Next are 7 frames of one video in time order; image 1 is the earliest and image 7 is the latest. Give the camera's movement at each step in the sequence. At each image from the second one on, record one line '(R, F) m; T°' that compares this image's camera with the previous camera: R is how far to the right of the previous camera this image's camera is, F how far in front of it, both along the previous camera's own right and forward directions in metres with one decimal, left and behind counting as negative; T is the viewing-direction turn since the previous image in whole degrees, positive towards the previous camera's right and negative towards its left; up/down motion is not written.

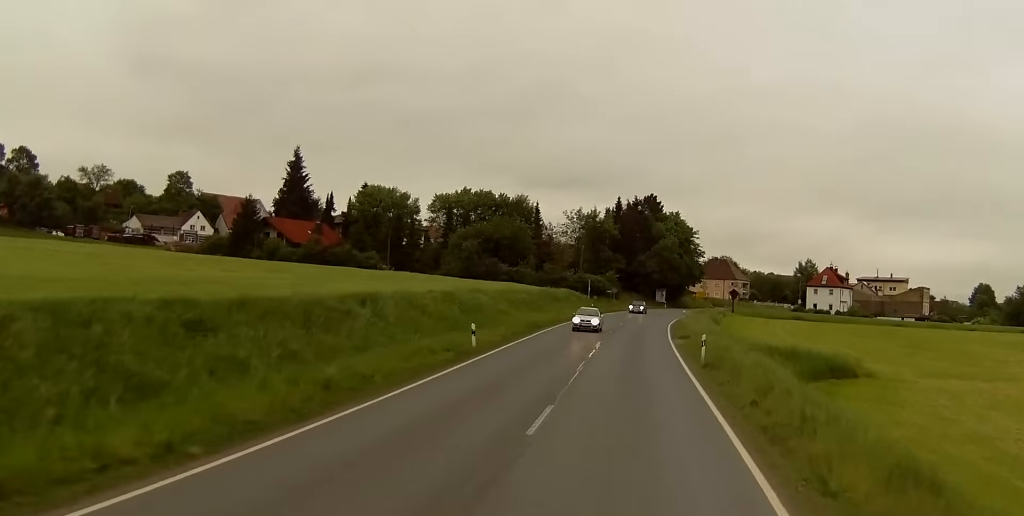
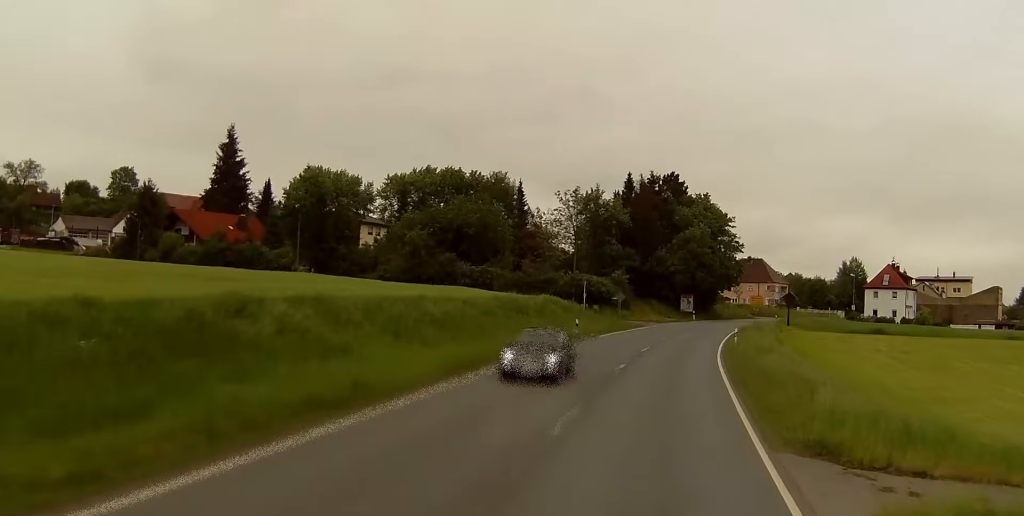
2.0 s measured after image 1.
(0.0, +36.2) m; -2°
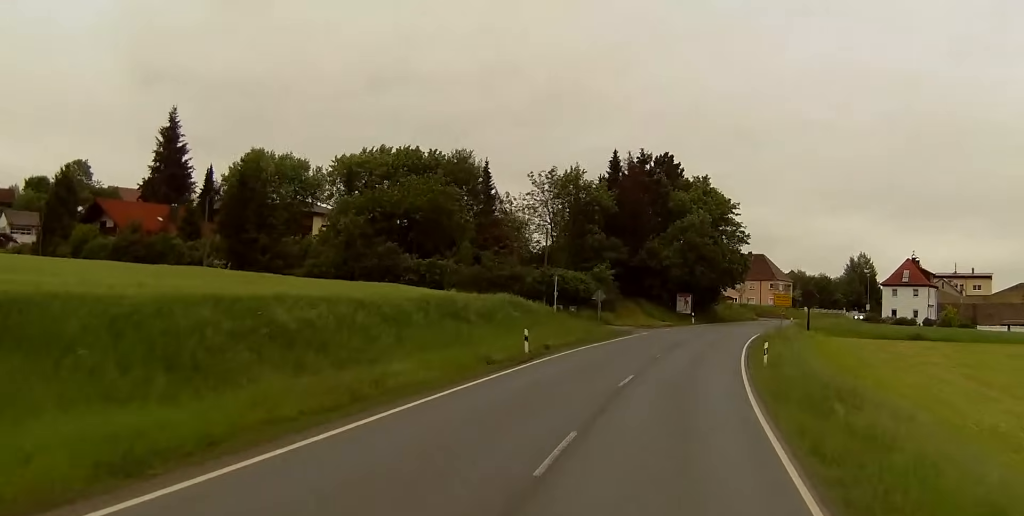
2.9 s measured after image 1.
(-0.5, +16.7) m; -2°
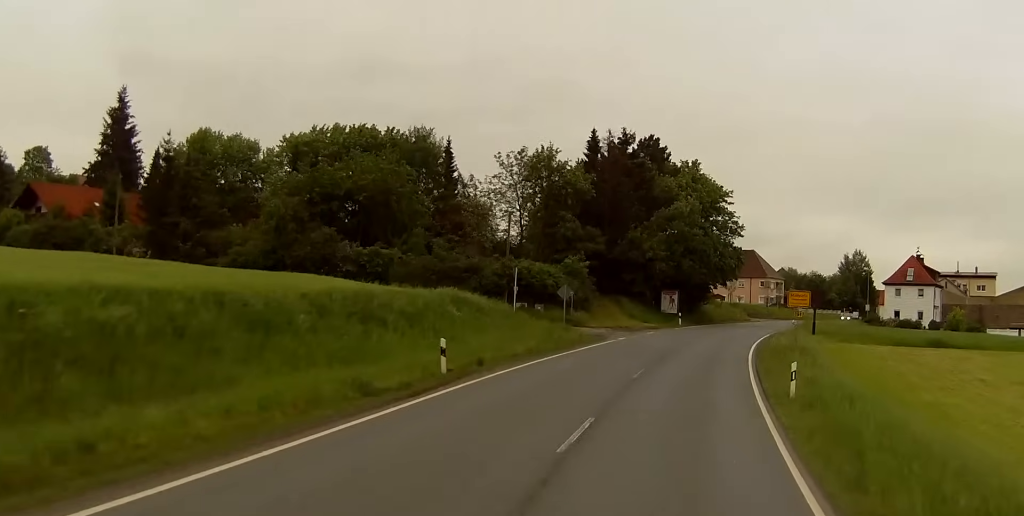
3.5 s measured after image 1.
(-0.1, +10.6) m; 0°
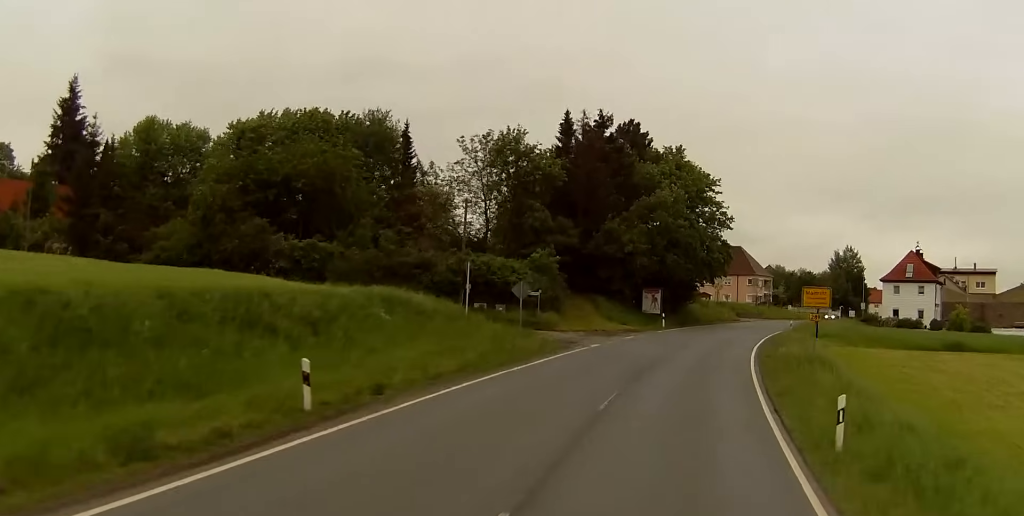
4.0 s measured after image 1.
(-0.1, +8.2) m; +1°
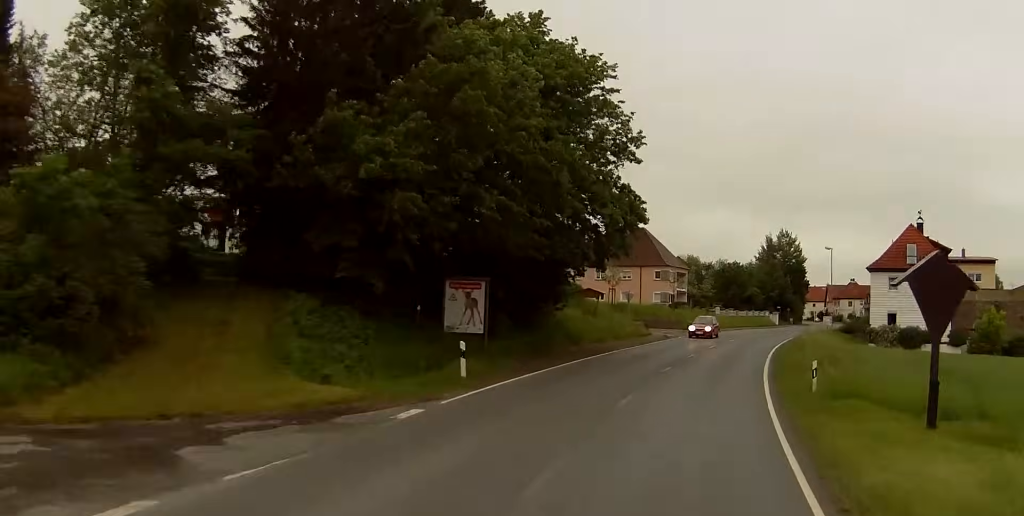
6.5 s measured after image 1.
(+3.2, +42.2) m; +7°
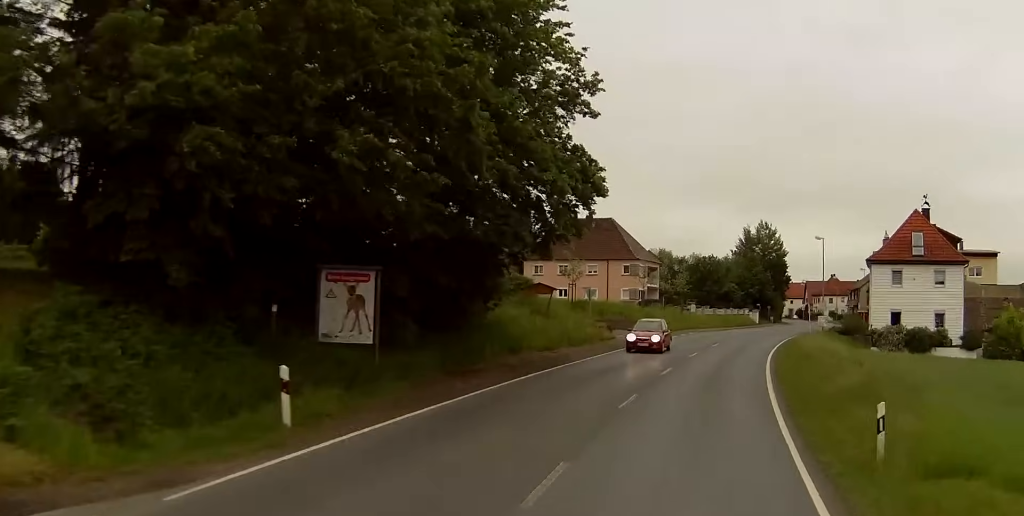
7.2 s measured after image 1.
(0.0, +10.6) m; 0°
